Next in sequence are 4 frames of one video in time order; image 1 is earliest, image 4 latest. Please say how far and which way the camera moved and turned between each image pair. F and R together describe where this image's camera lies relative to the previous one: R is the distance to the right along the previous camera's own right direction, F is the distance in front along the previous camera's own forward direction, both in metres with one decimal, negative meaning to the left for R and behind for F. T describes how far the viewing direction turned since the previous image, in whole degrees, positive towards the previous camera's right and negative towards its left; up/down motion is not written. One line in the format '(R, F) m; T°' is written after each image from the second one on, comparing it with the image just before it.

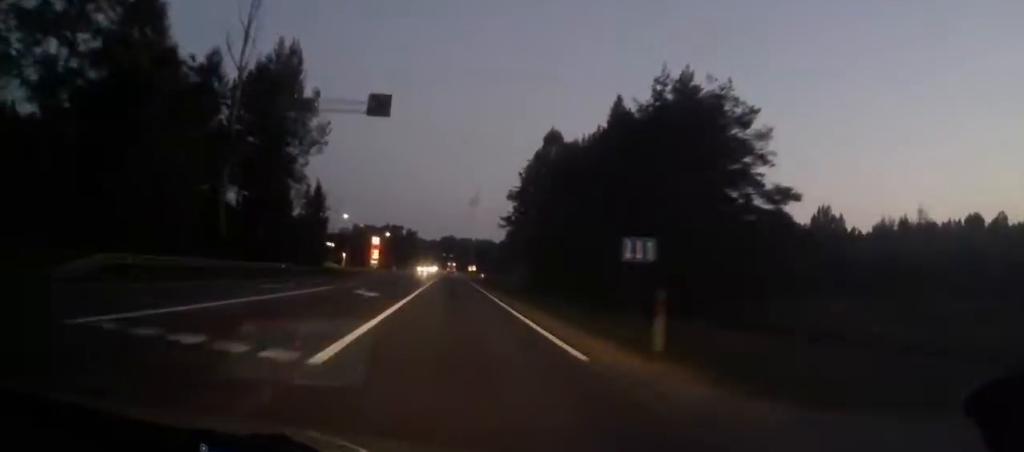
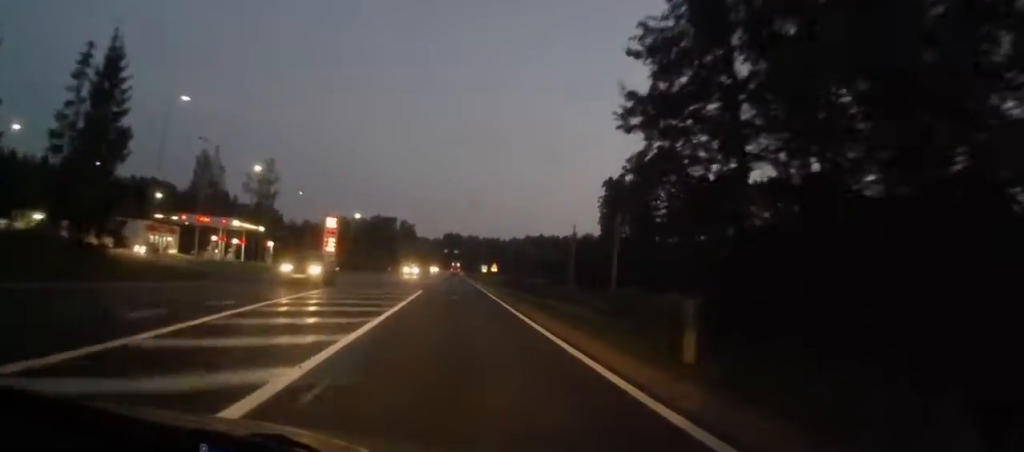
(+0.4, +61.7) m; 0°
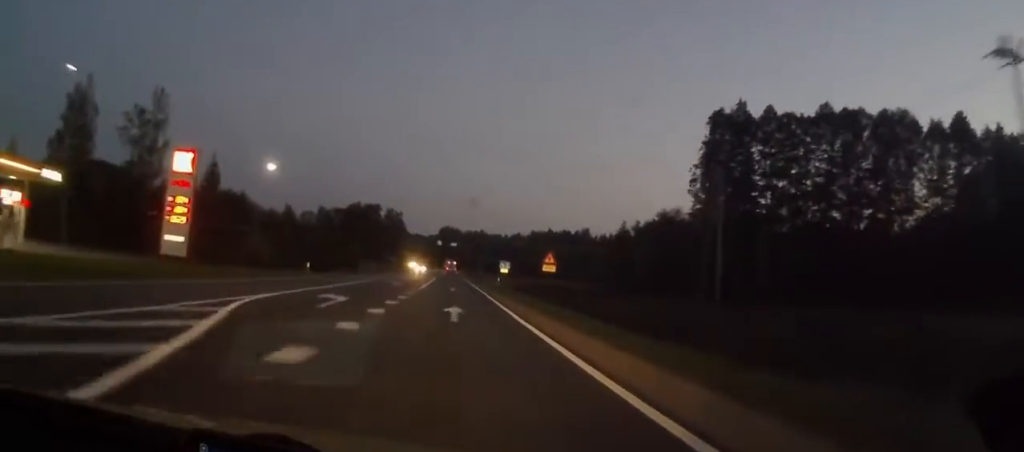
(-0.6, +53.3) m; -1°
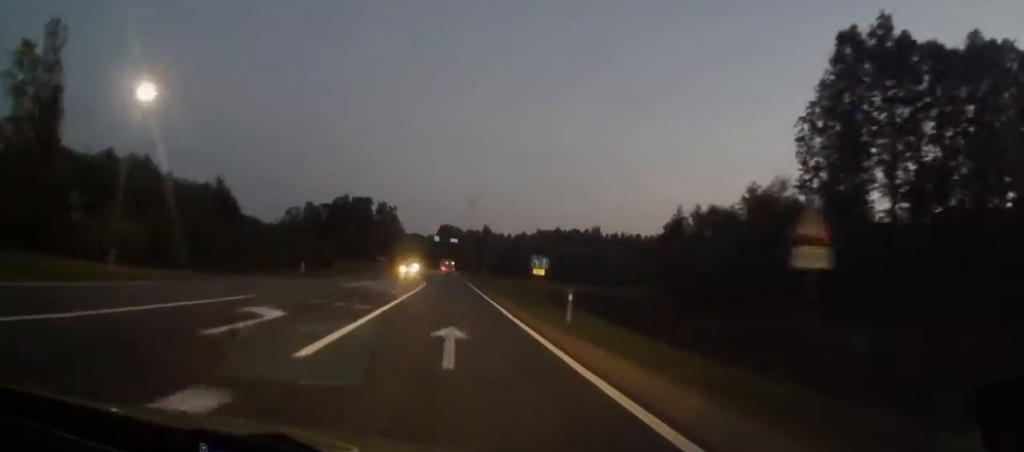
(0.0, +27.2) m; 0°
